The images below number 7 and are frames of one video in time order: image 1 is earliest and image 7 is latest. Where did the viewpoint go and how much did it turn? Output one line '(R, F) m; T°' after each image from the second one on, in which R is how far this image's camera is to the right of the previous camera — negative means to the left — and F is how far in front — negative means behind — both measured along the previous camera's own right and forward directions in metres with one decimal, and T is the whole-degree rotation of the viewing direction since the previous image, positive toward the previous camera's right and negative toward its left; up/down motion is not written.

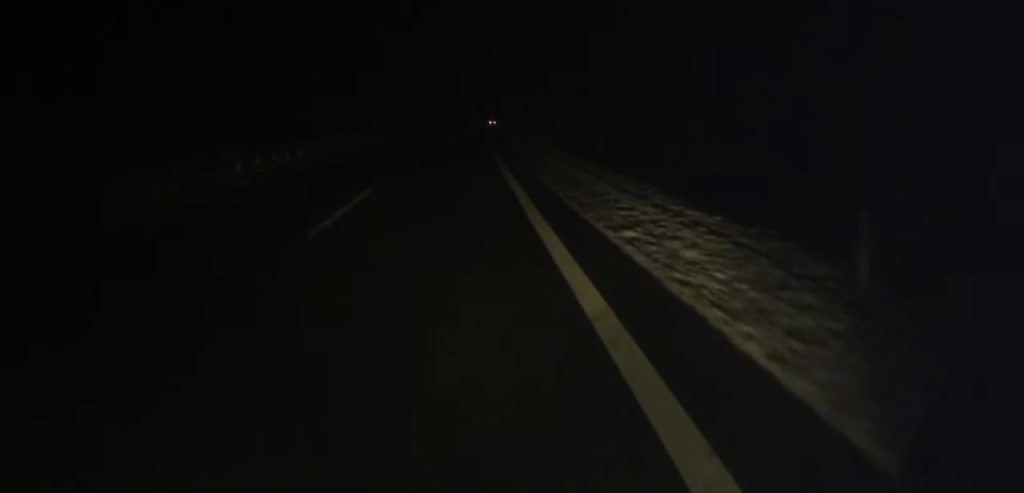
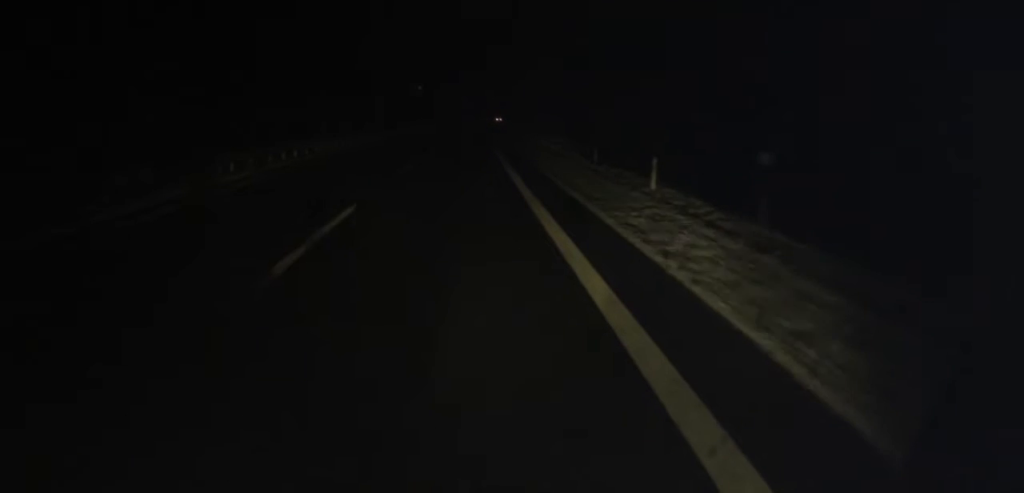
(-0.1, +38.3) m; -2°
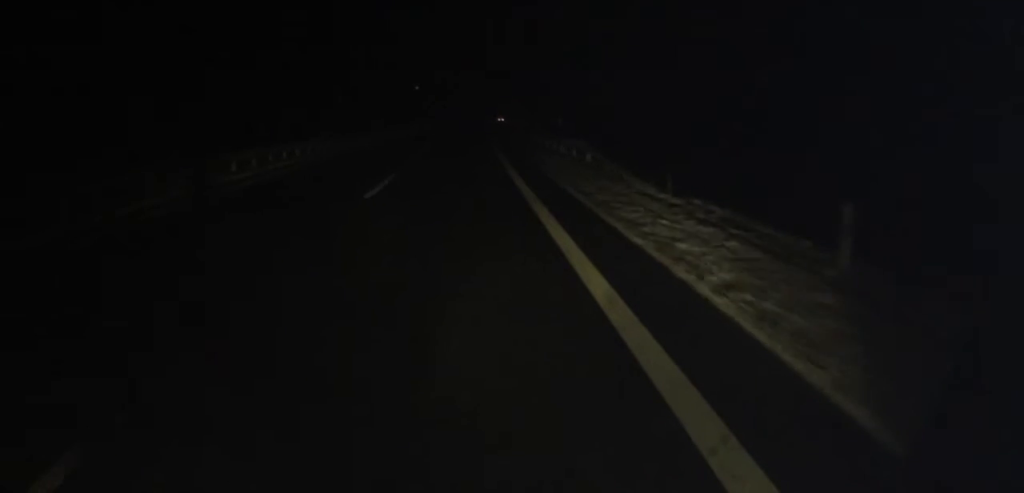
(-0.3, +9.8) m; +1°
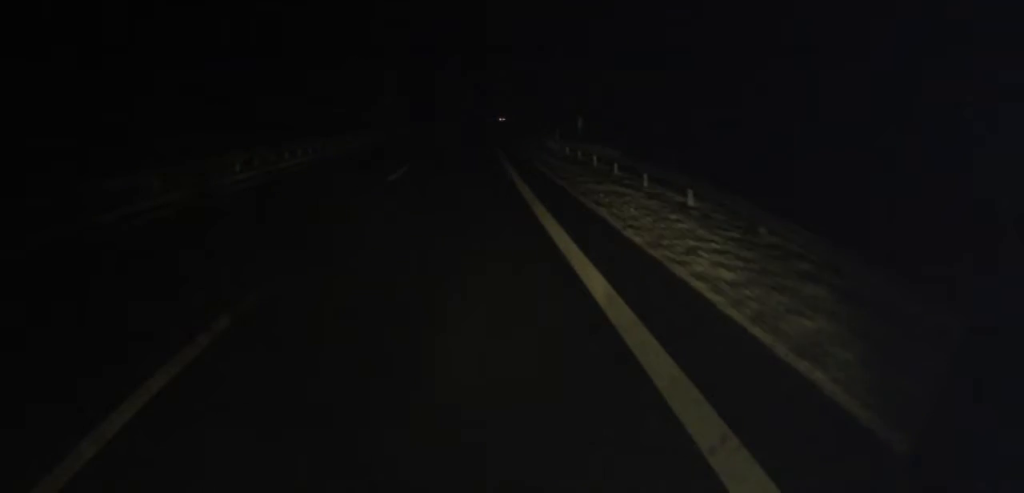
(+0.3, +13.5) m; +2°
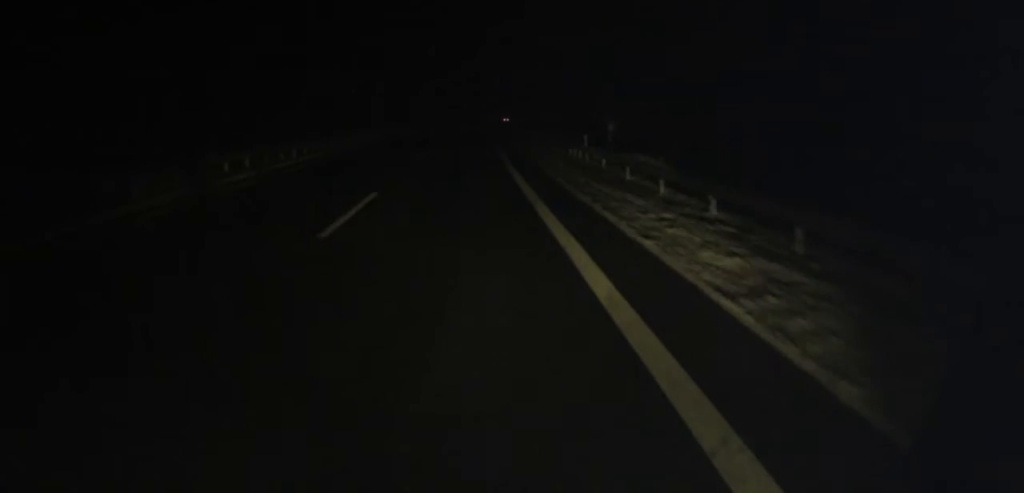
(+0.3, +9.2) m; +1°
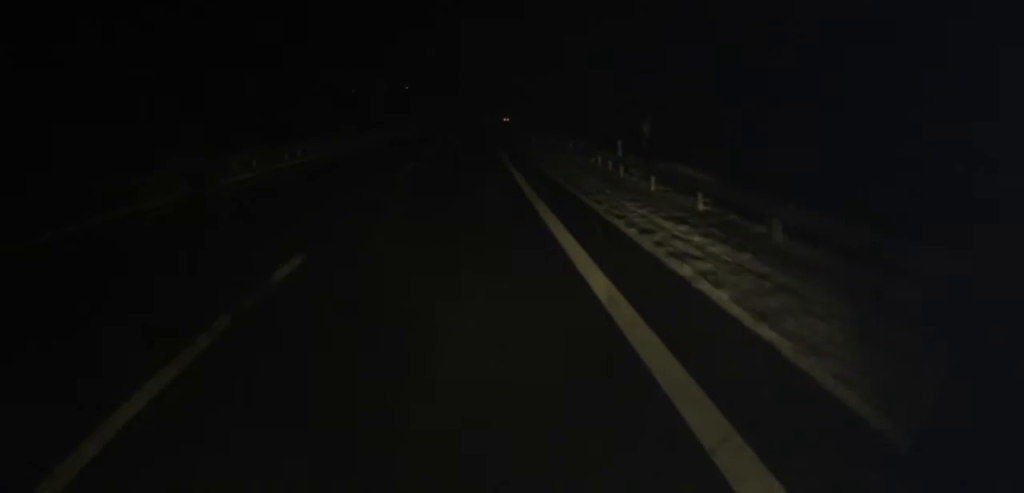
(-0.2, +7.1) m; -1°
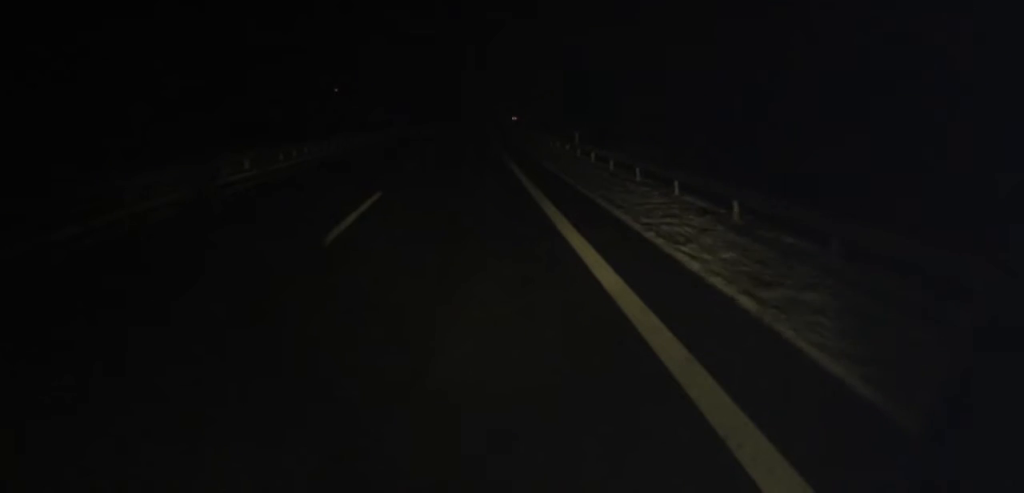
(+0.5, +46.2) m; +1°
